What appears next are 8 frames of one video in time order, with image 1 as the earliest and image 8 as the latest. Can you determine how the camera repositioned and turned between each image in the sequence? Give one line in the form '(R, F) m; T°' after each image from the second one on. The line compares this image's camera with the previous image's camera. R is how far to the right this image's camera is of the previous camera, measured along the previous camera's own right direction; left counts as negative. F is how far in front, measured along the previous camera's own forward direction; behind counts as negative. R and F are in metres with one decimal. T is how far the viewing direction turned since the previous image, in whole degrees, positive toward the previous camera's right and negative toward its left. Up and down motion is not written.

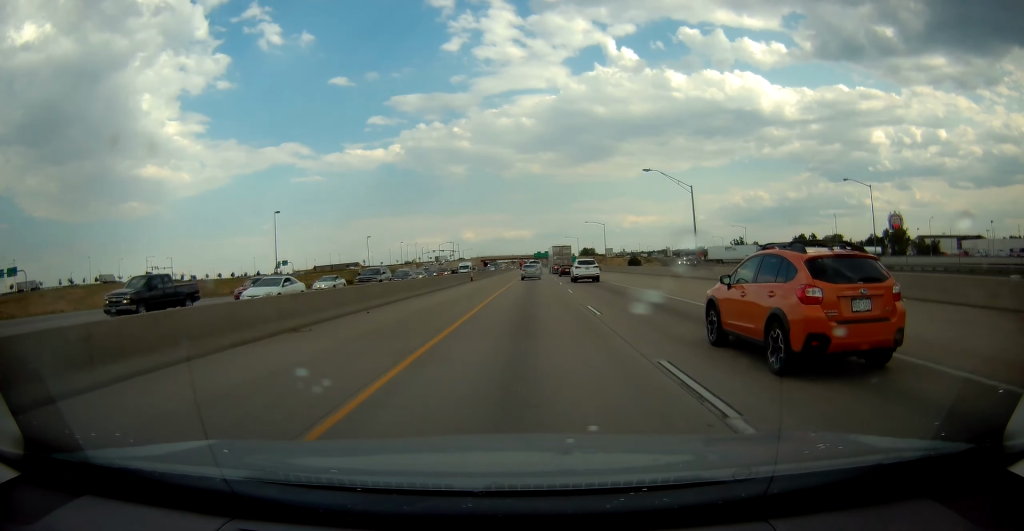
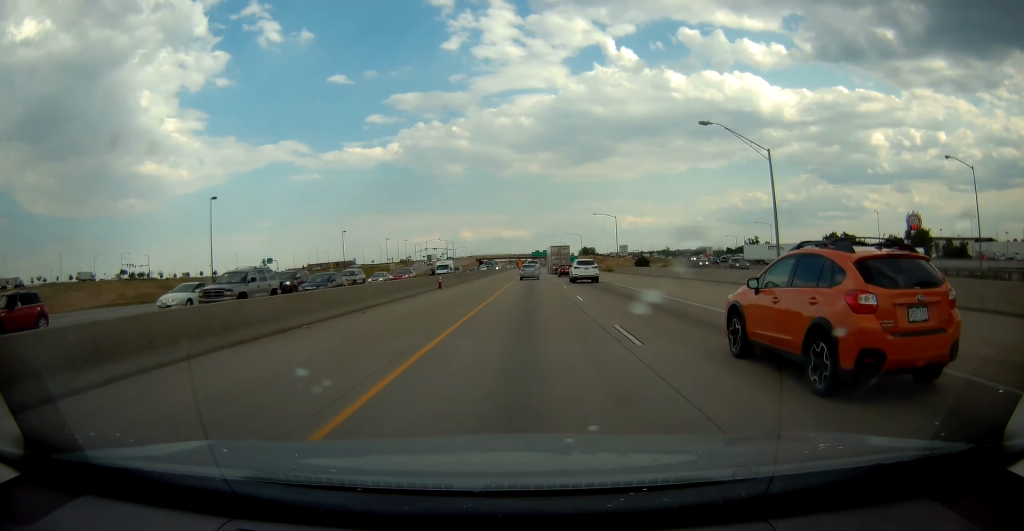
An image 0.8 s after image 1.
(0.0, +18.0) m; +1°
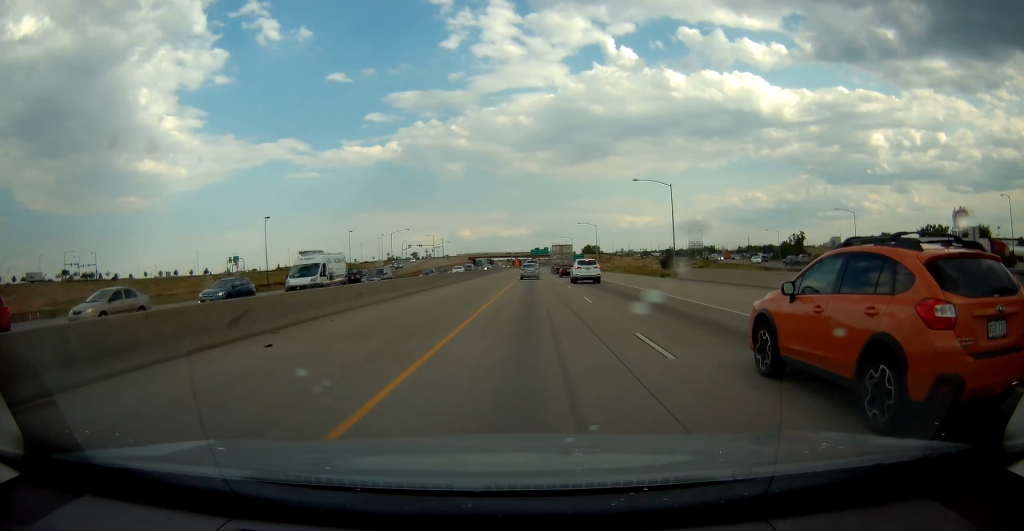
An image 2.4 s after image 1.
(+0.2, +38.2) m; 0°
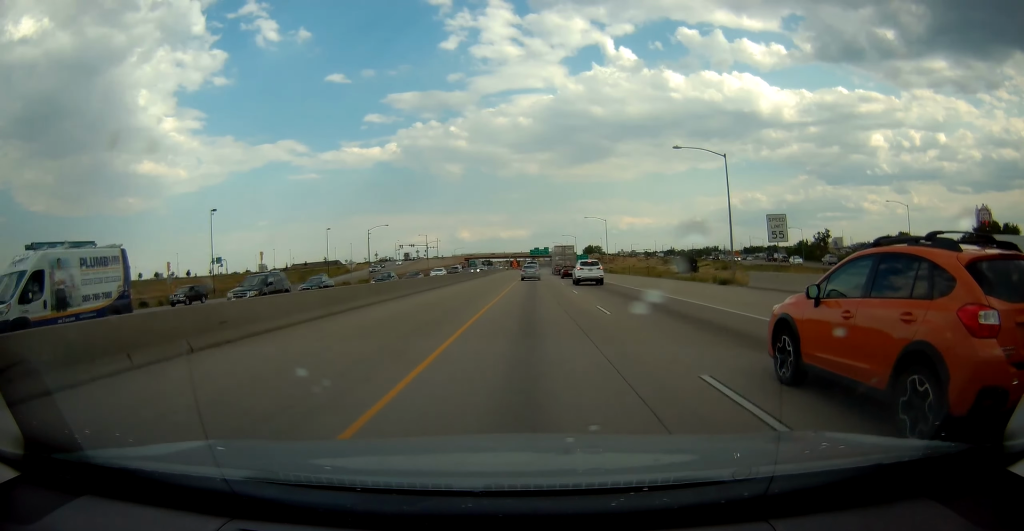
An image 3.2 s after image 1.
(-0.2, +16.7) m; 0°
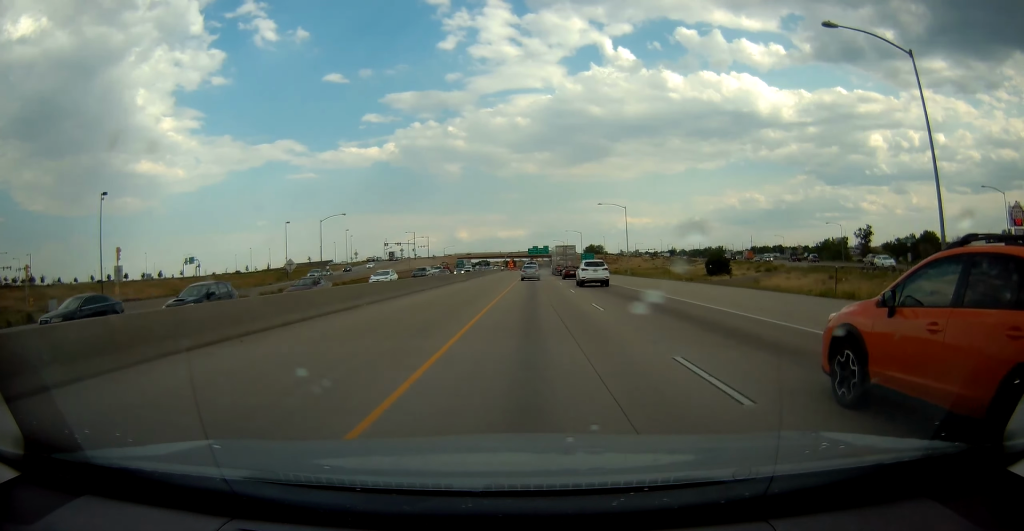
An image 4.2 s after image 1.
(+0.5, +22.8) m; +1°
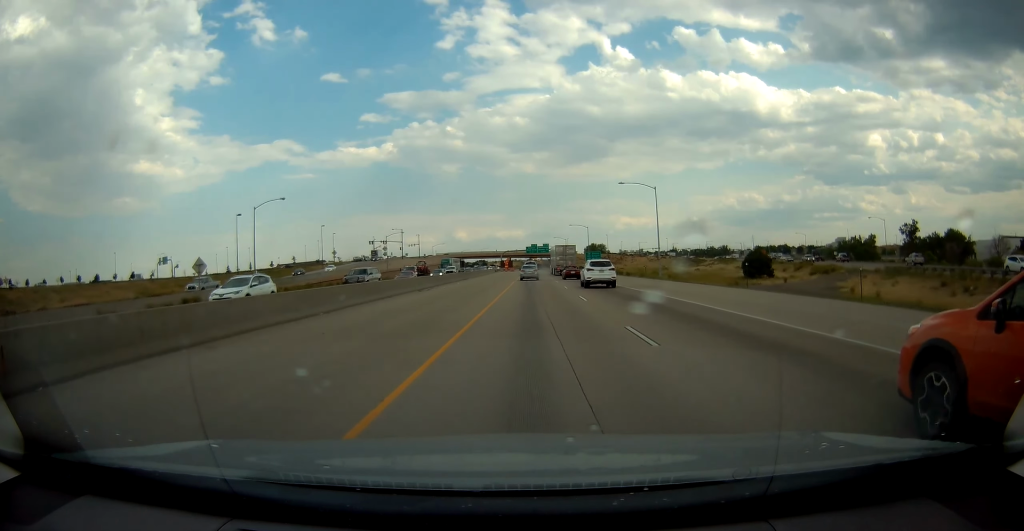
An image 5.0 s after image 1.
(+0.1, +19.9) m; -1°
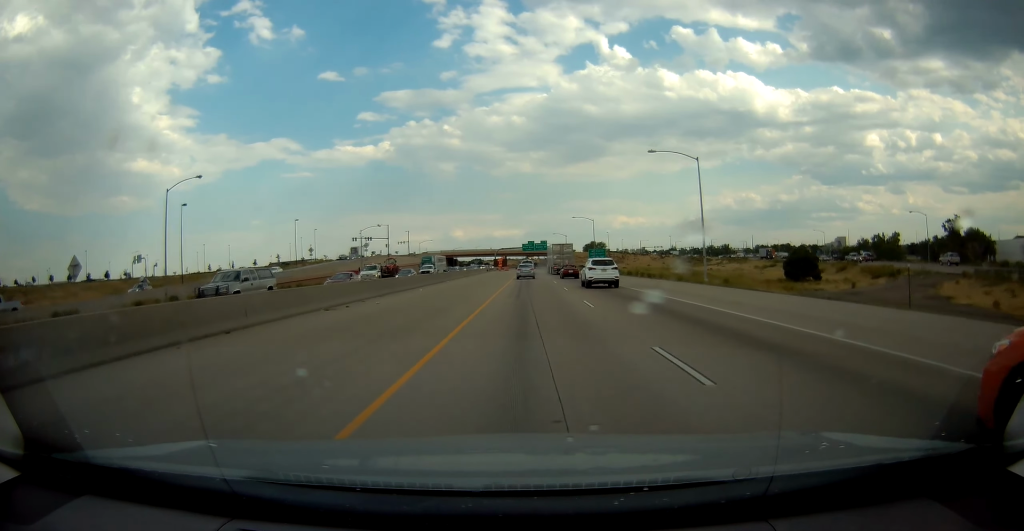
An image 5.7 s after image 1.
(-0.5, +16.2) m; 0°
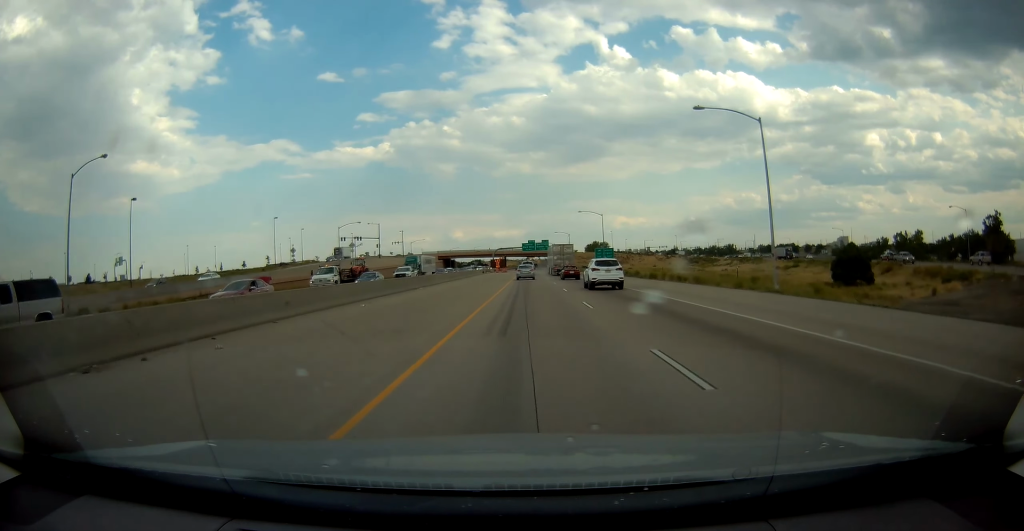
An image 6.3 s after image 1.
(+0.1, +12.4) m; 0°
